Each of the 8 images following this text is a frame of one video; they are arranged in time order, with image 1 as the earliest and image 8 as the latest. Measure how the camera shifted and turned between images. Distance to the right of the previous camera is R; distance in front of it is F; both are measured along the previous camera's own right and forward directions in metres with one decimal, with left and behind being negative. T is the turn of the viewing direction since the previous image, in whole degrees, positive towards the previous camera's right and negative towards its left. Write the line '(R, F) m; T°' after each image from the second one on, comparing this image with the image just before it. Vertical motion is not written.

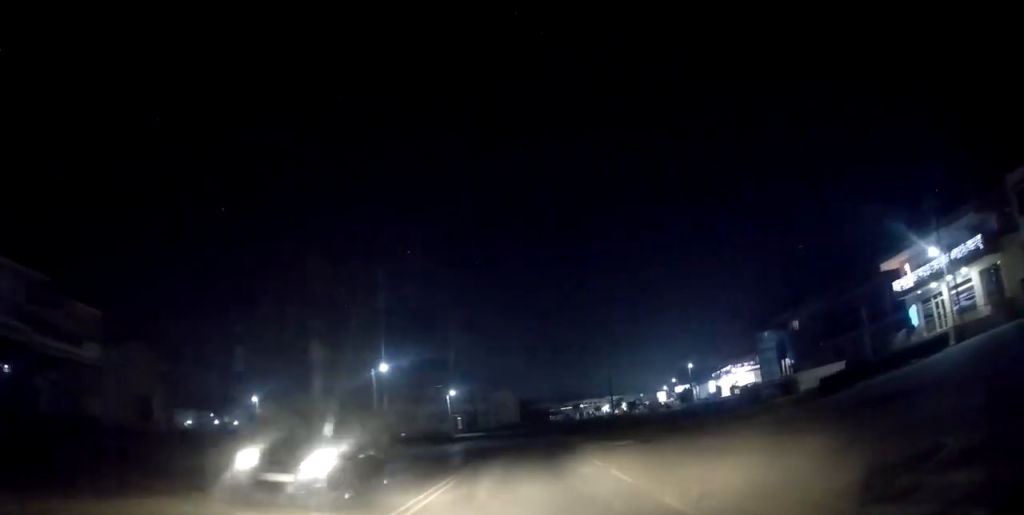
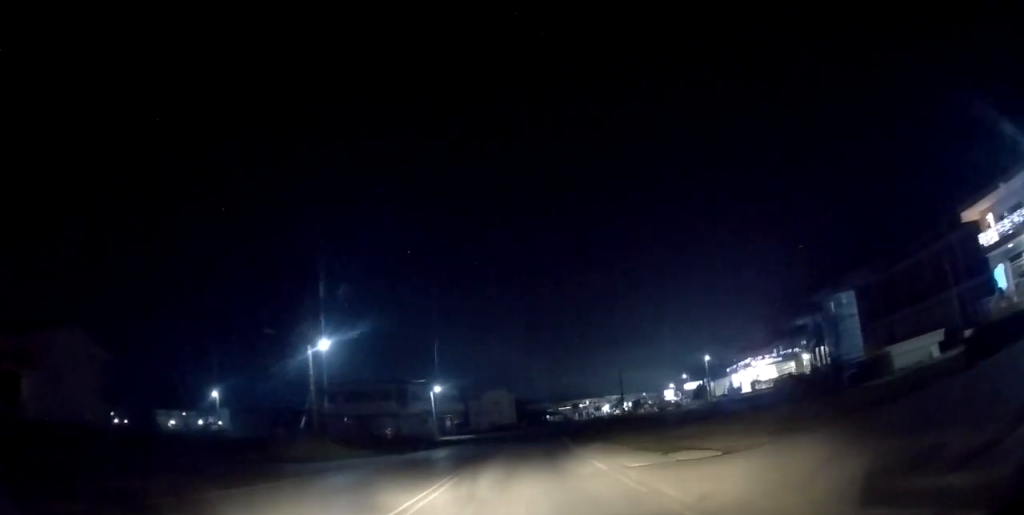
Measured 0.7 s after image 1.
(0.0, +11.1) m; 0°
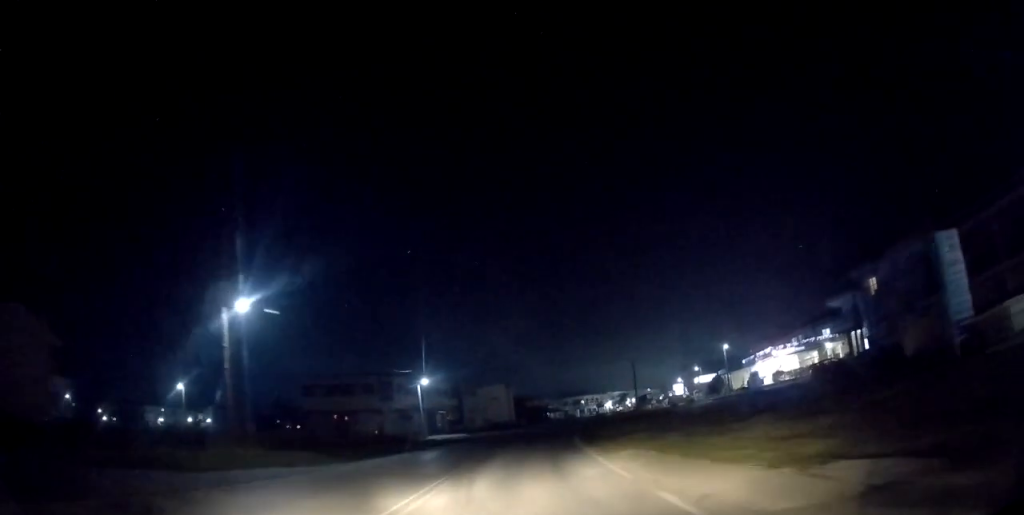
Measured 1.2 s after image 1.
(0.0, +8.4) m; 0°
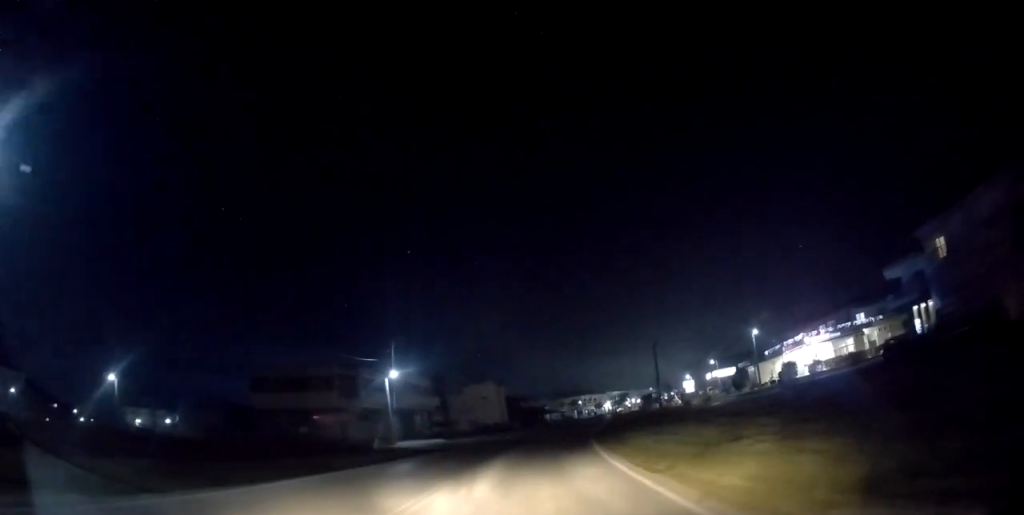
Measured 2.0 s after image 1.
(0.0, +12.4) m; +1°
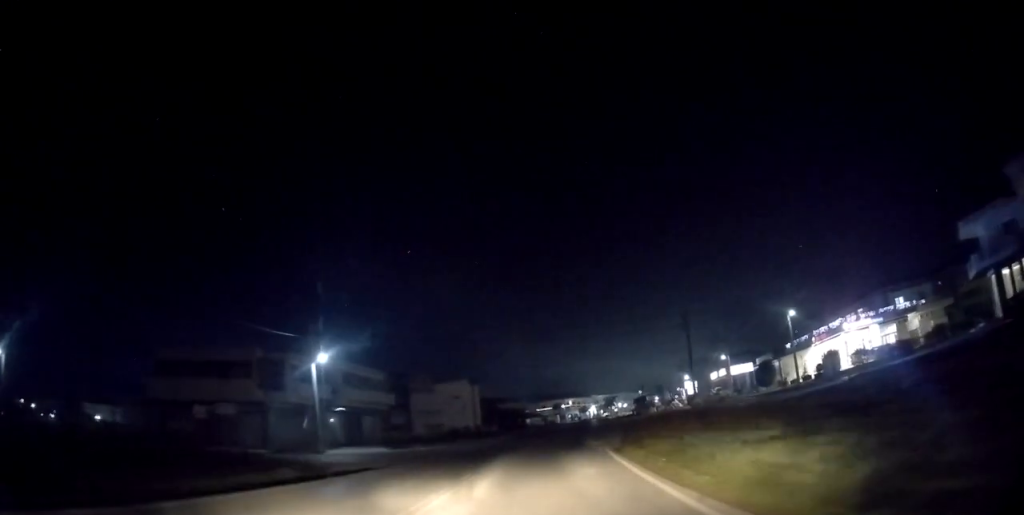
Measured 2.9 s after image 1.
(+0.1, +14.3) m; +2°
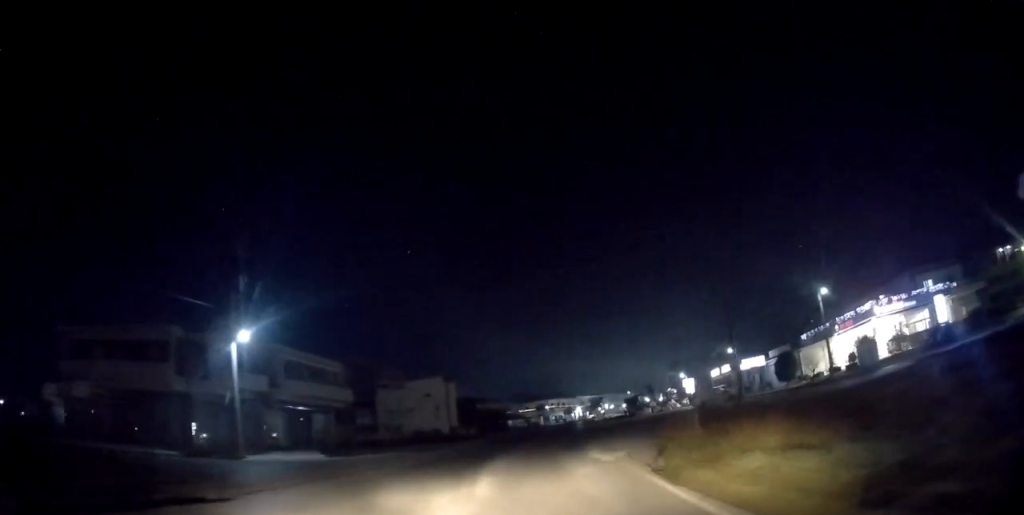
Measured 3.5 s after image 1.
(0.0, +9.3) m; +1°
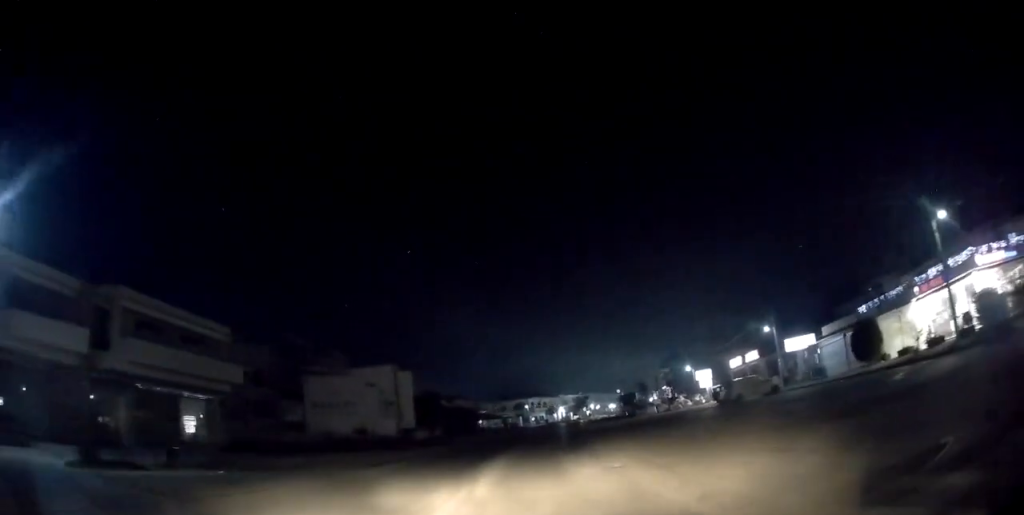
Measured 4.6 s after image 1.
(+0.4, +17.2) m; +3°
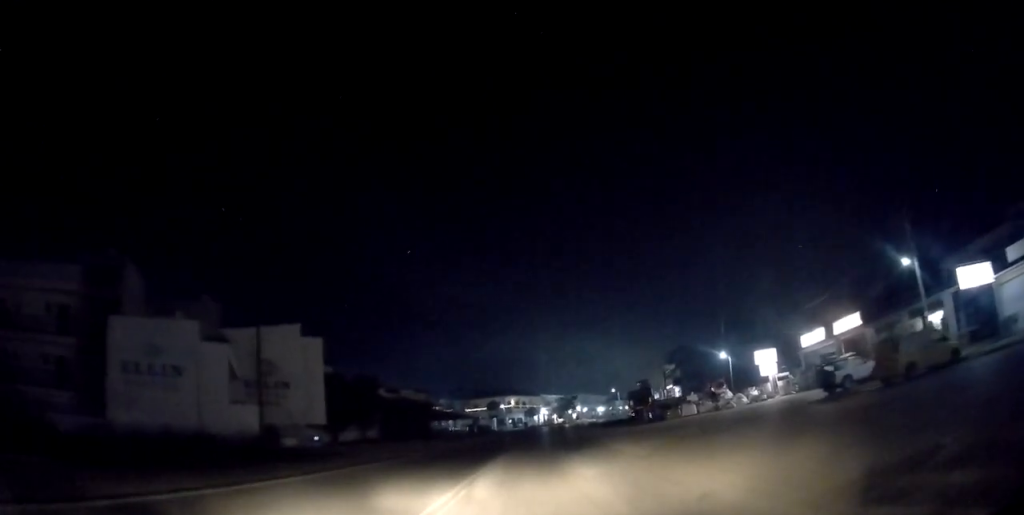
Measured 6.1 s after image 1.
(+0.4, +24.6) m; +2°
